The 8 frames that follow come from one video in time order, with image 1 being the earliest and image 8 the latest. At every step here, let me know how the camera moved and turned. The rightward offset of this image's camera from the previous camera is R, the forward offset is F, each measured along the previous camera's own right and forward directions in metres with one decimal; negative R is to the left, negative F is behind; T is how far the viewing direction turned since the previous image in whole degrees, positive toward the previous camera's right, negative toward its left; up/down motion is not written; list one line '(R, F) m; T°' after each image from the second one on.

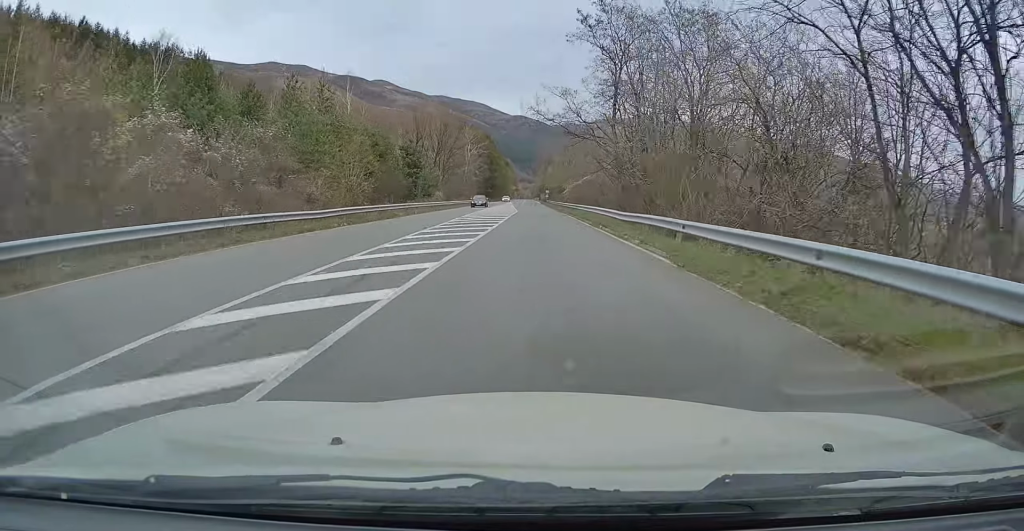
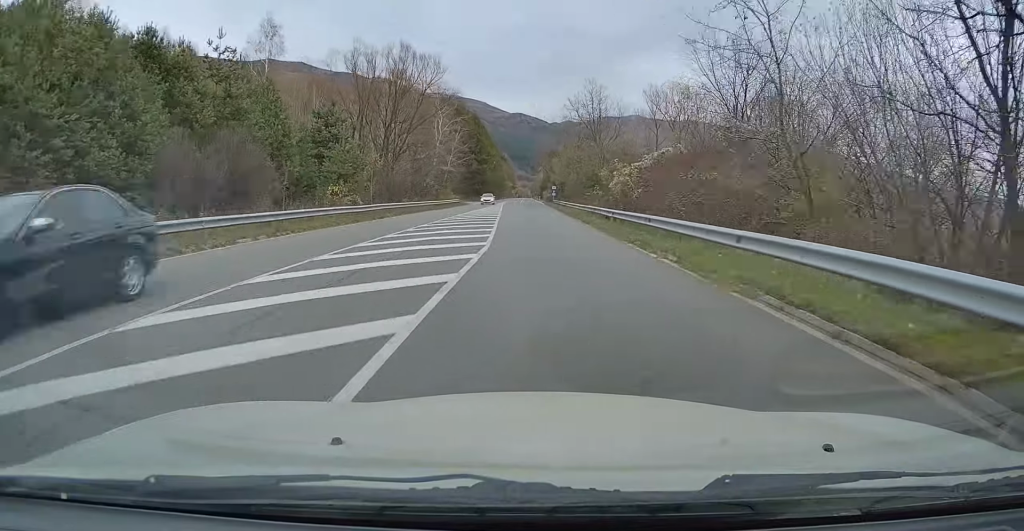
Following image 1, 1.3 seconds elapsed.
(0.0, +36.8) m; 0°
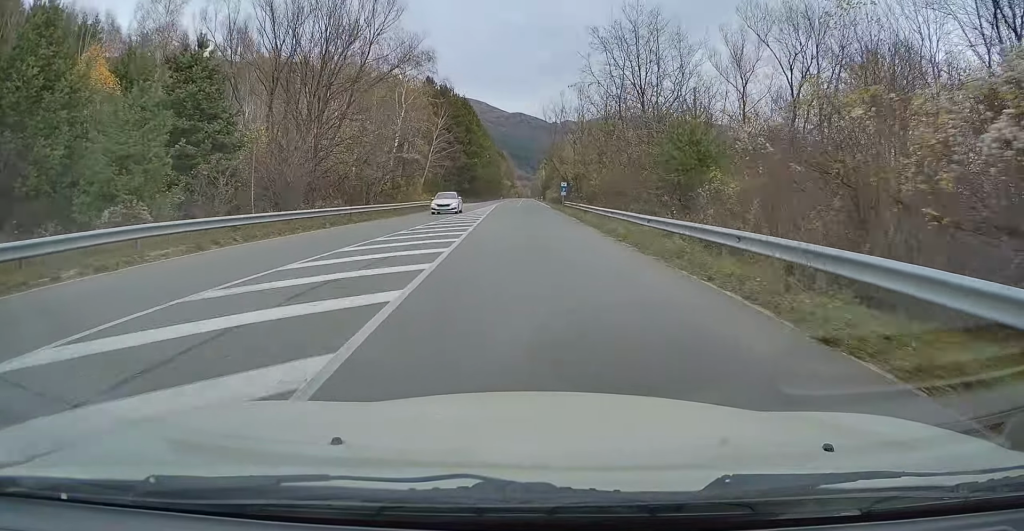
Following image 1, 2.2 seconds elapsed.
(+0.1, +23.9) m; +1°
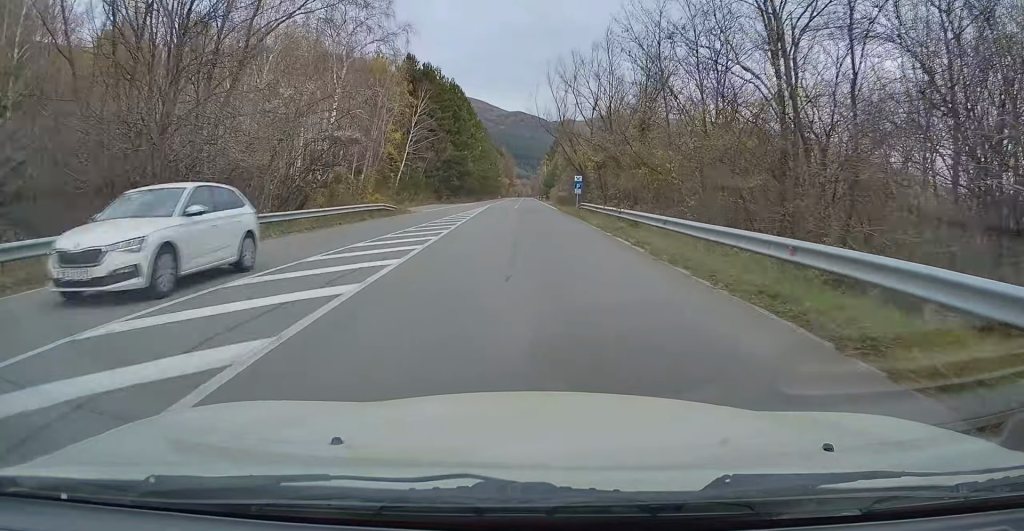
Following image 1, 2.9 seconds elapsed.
(+0.3, +18.3) m; 0°
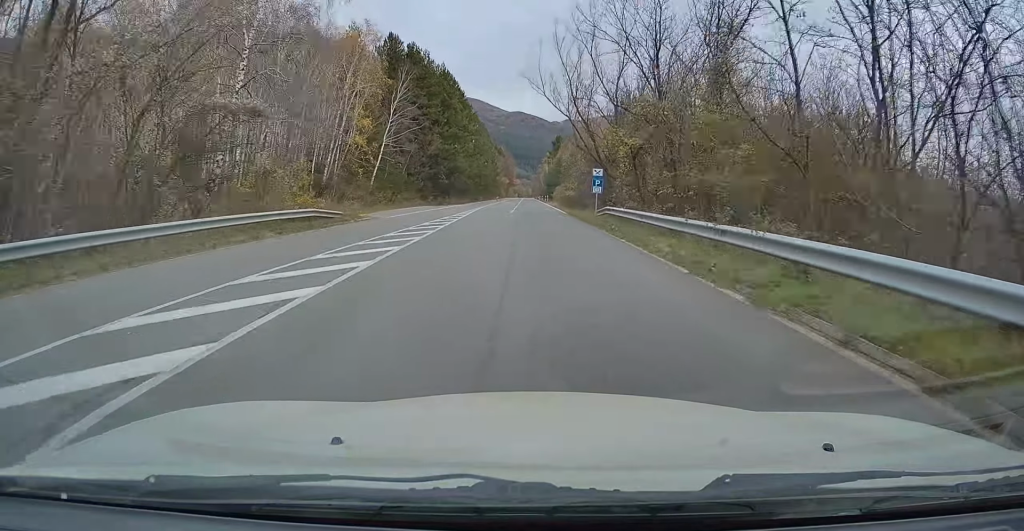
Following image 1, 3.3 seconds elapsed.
(-0.1, +12.9) m; 0°
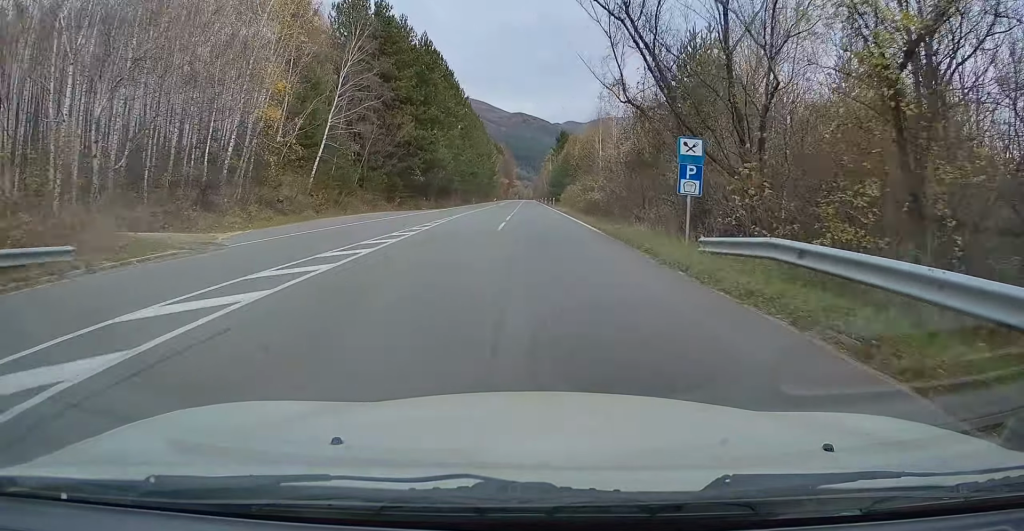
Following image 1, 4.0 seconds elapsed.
(-0.2, +19.4) m; 0°
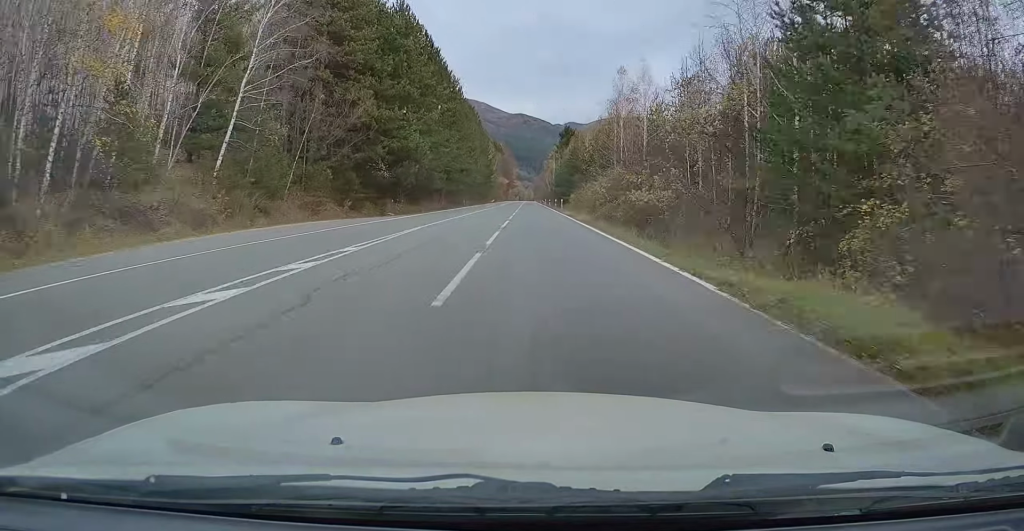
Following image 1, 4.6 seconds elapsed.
(-0.1, +15.6) m; +1°
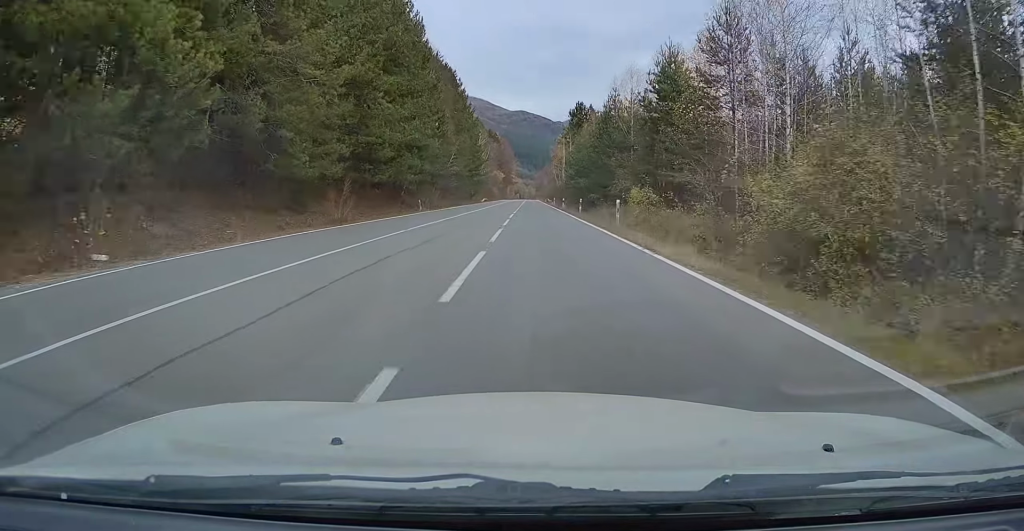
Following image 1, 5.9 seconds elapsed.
(+0.5, +35.7) m; 0°
